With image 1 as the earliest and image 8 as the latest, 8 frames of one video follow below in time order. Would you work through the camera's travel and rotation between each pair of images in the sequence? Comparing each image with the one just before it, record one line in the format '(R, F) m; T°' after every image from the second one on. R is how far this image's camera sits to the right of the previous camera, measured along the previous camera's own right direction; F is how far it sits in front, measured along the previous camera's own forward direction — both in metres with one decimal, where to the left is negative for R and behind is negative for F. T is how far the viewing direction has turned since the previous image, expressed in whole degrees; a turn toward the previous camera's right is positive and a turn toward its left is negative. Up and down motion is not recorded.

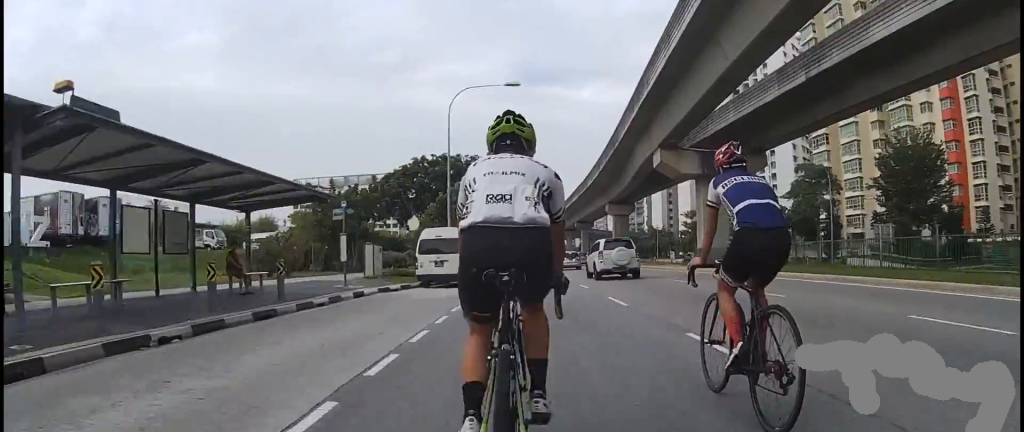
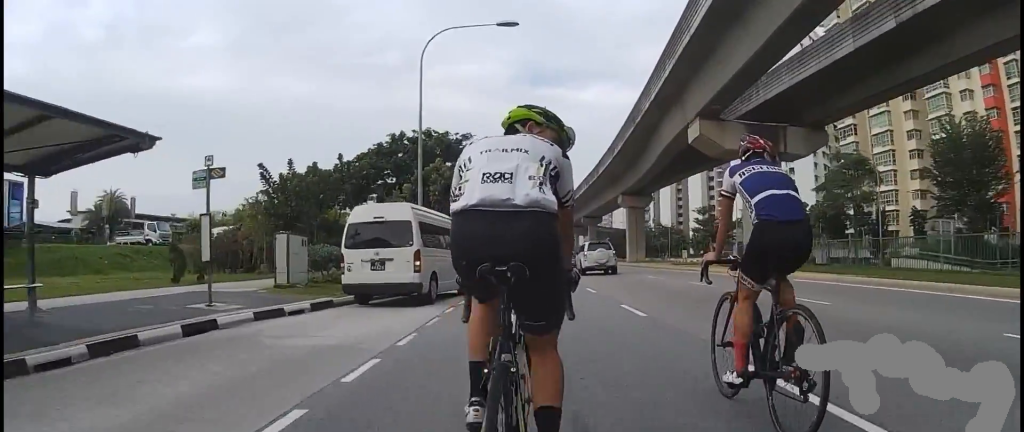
(+0.4, +8.0) m; +5°
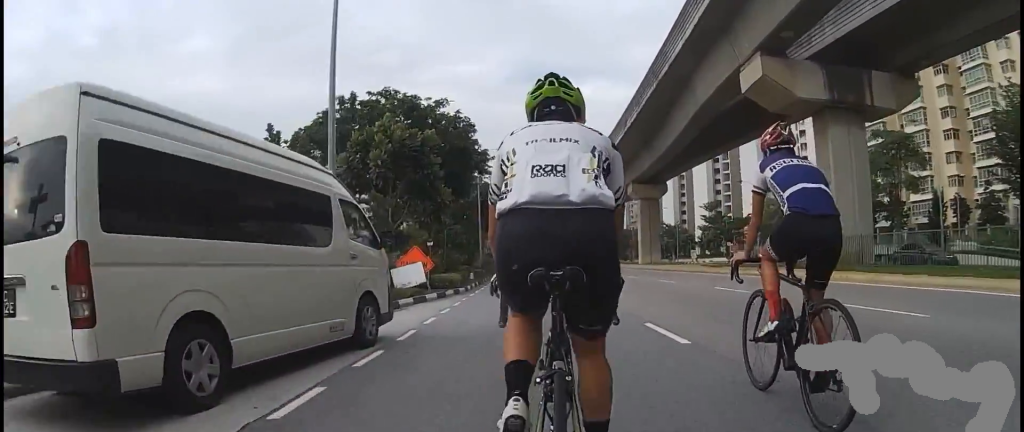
(+0.4, +8.5) m; -1°
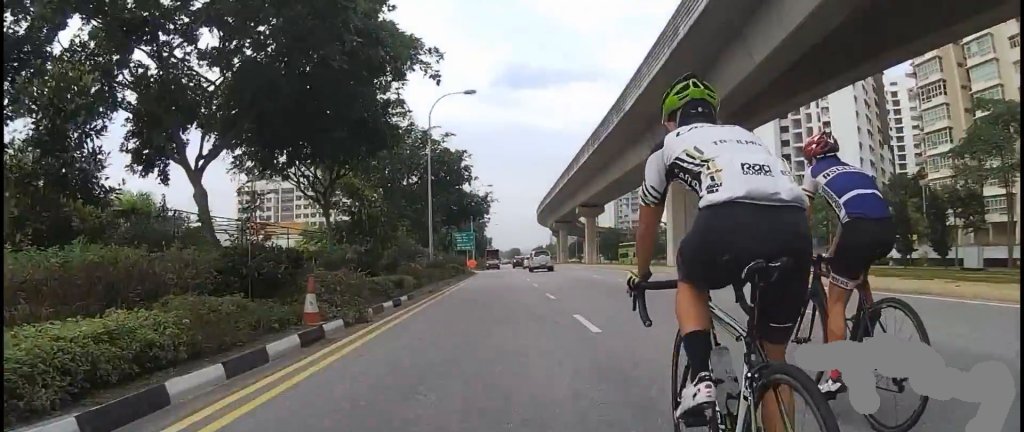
(+0.6, +15.9) m; +8°
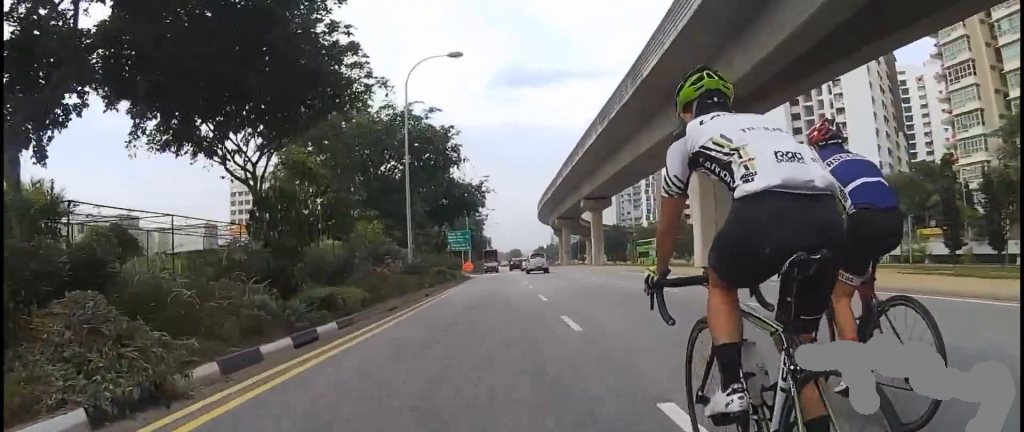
(0.0, +5.5) m; 0°
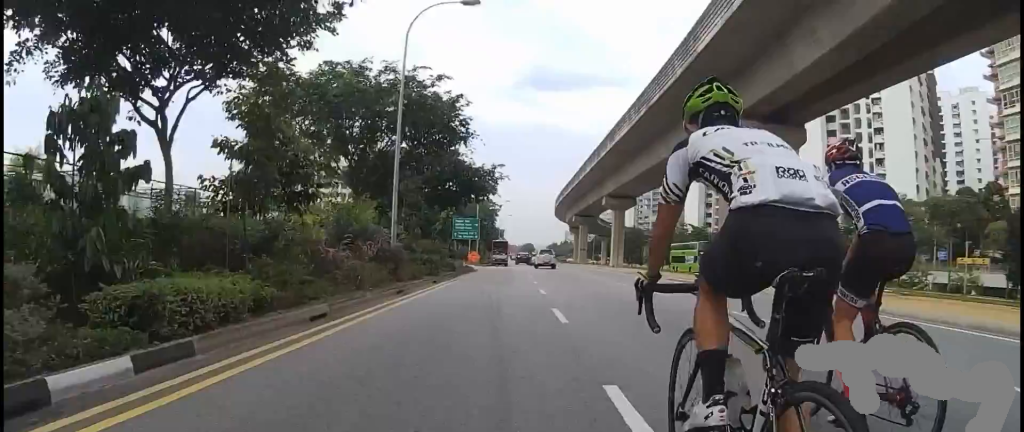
(0.0, +5.0) m; -5°
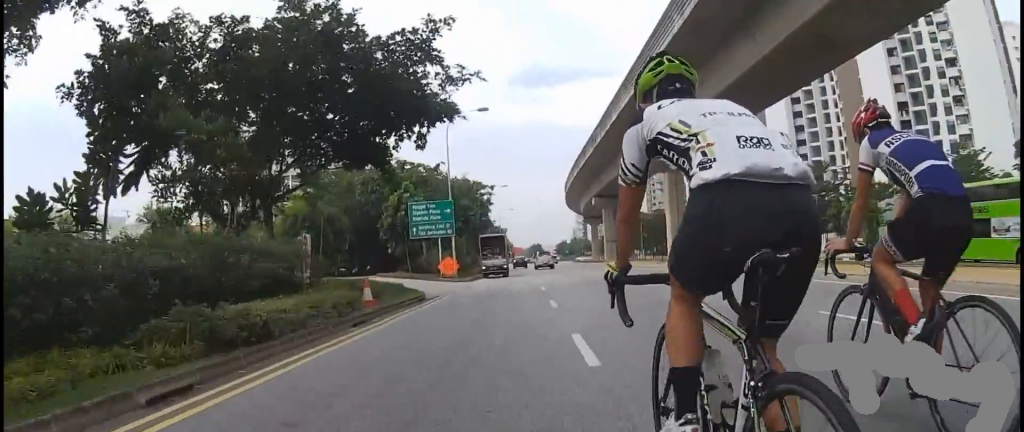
(-2.4, +21.1) m; +1°
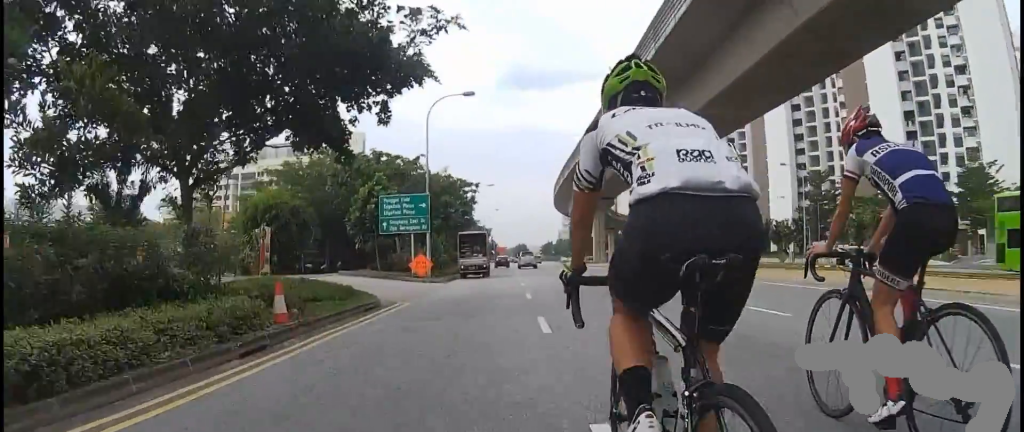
(+0.2, +3.7) m; +1°
